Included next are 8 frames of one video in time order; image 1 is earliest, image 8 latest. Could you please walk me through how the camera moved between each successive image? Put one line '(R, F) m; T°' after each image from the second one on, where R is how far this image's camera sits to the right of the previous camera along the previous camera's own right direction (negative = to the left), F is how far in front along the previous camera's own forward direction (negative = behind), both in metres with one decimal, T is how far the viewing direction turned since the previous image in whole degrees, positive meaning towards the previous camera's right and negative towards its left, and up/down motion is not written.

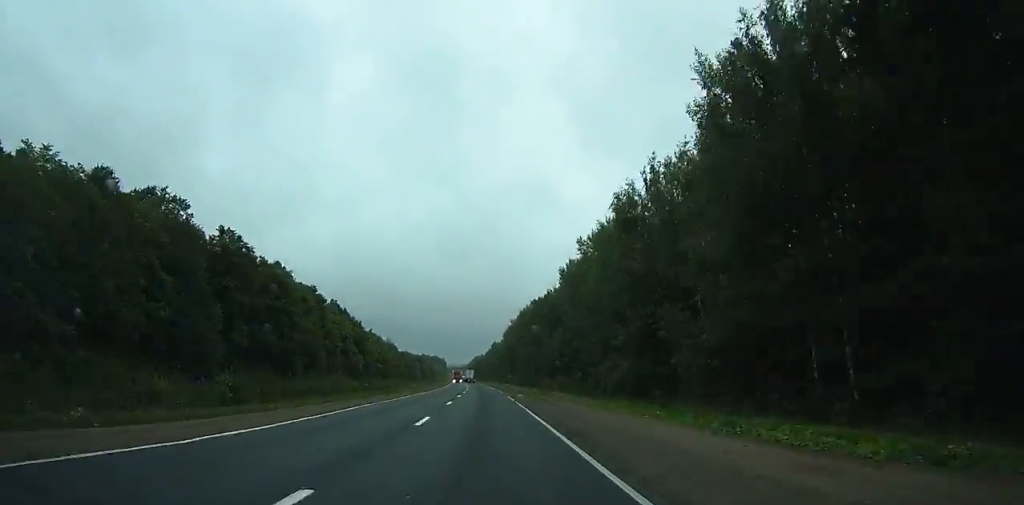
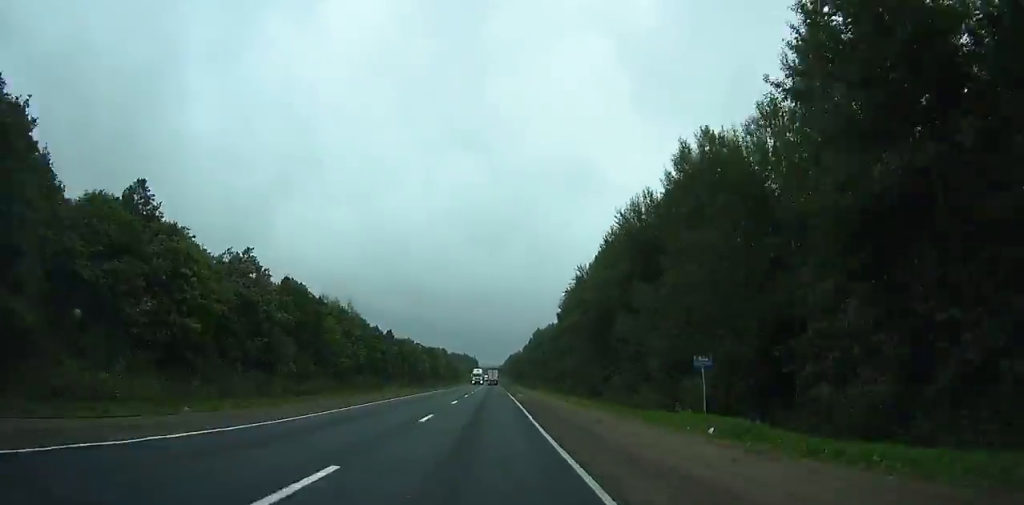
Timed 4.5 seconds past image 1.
(-3.2, +108.3) m; -3°
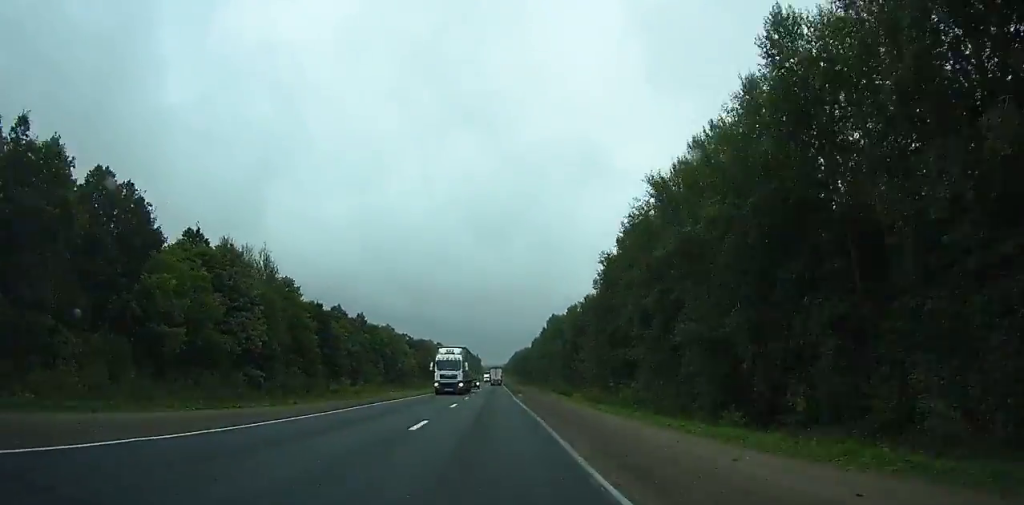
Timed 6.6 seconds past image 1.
(-0.4, +50.6) m; 0°
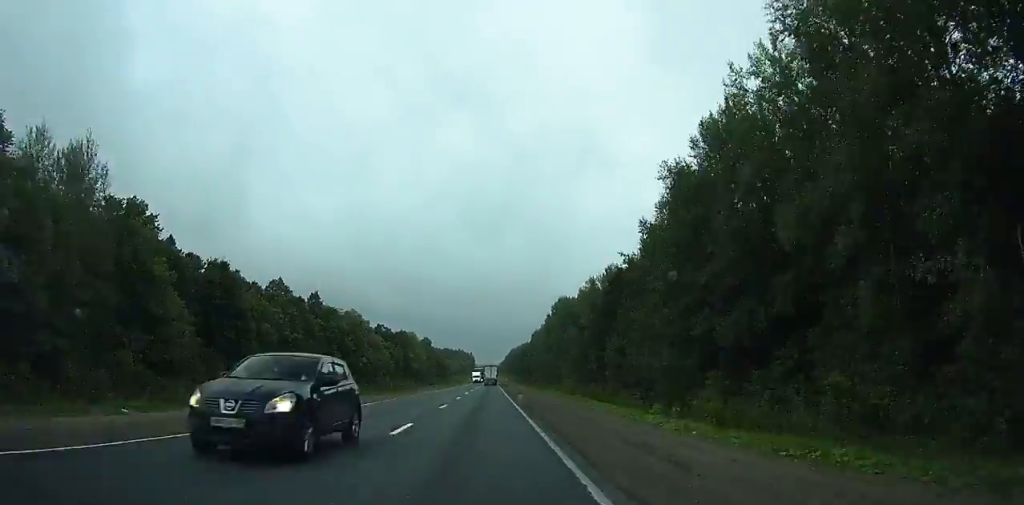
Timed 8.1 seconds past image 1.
(-0.1, +36.0) m; 0°
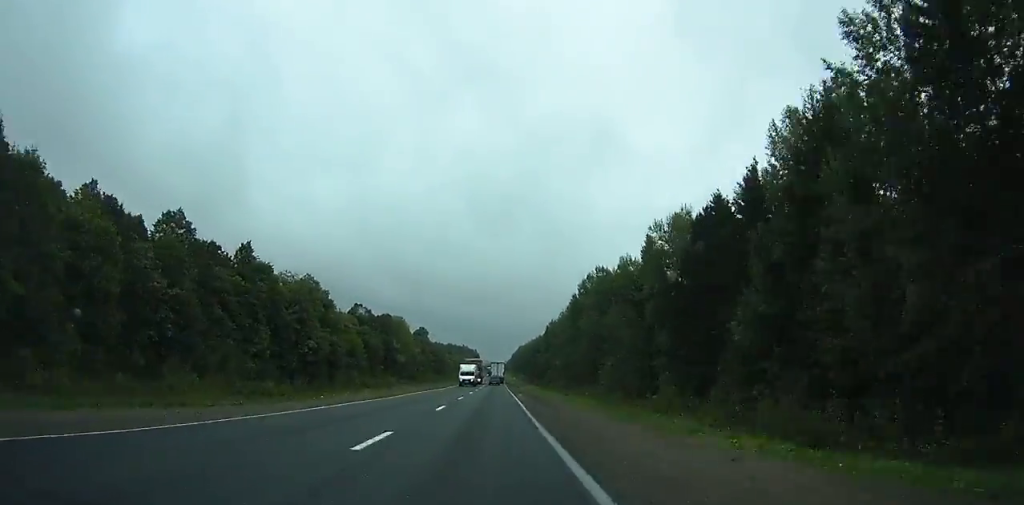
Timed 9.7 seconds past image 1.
(-0.2, +38.4) m; 0°
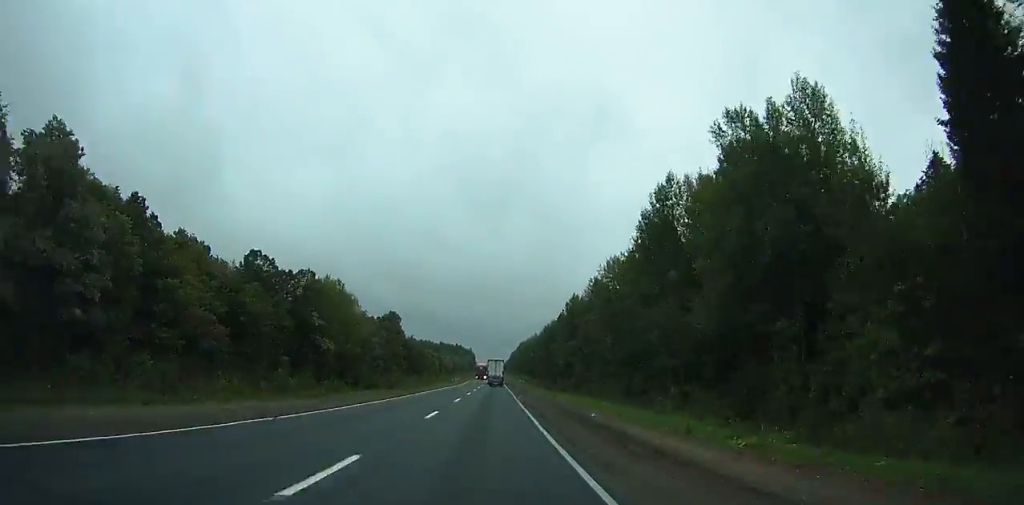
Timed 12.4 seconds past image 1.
(+0.4, +63.7) m; +7°
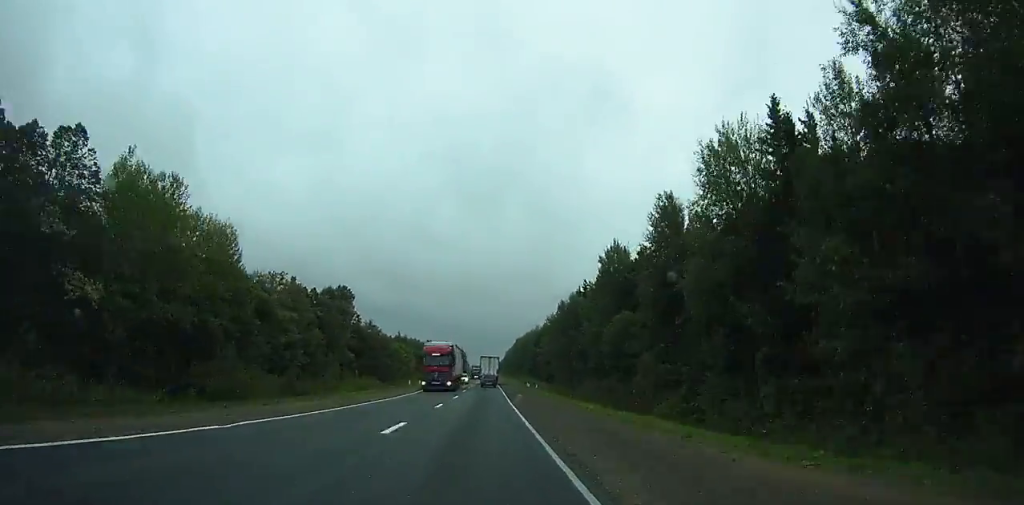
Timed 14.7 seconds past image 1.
(+5.3, +51.9) m; -3°
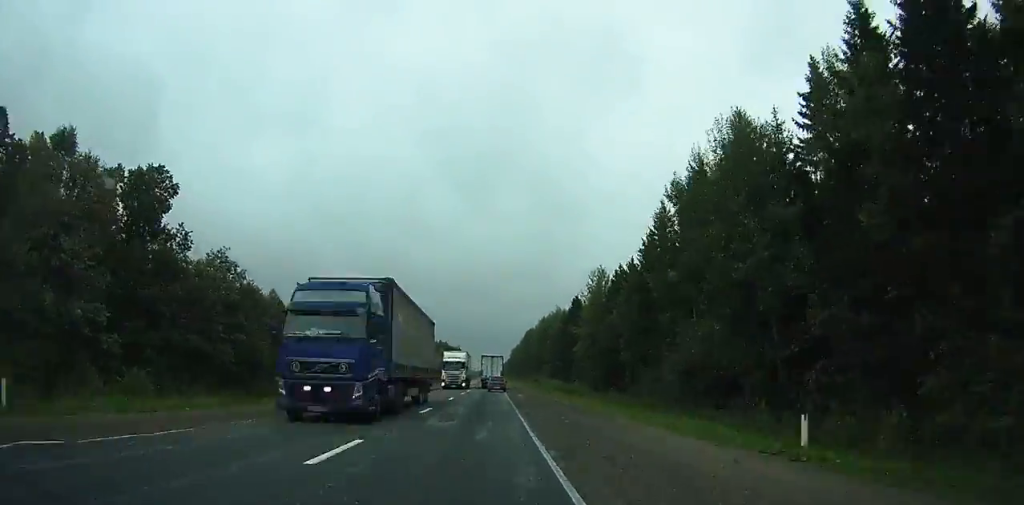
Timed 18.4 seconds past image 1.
(-12.1, +74.5) m; -12°
